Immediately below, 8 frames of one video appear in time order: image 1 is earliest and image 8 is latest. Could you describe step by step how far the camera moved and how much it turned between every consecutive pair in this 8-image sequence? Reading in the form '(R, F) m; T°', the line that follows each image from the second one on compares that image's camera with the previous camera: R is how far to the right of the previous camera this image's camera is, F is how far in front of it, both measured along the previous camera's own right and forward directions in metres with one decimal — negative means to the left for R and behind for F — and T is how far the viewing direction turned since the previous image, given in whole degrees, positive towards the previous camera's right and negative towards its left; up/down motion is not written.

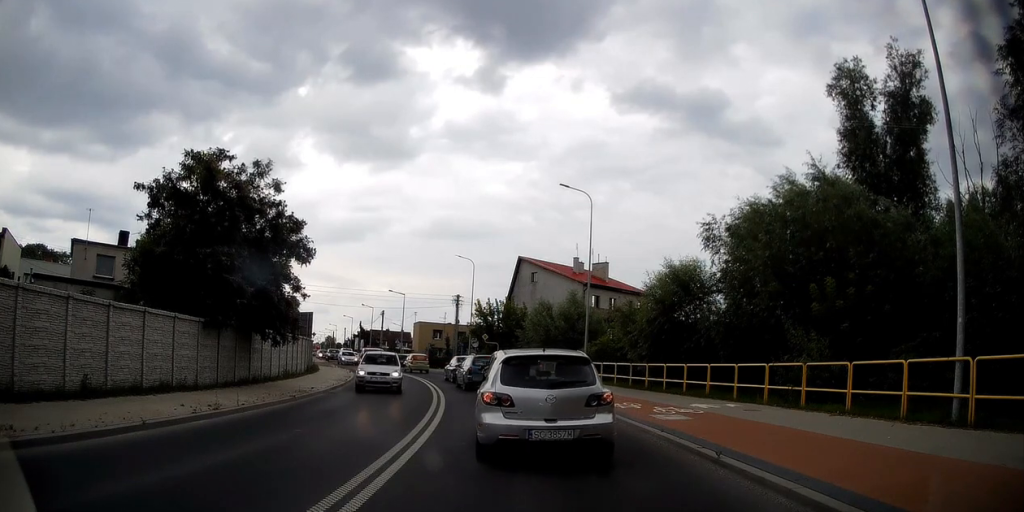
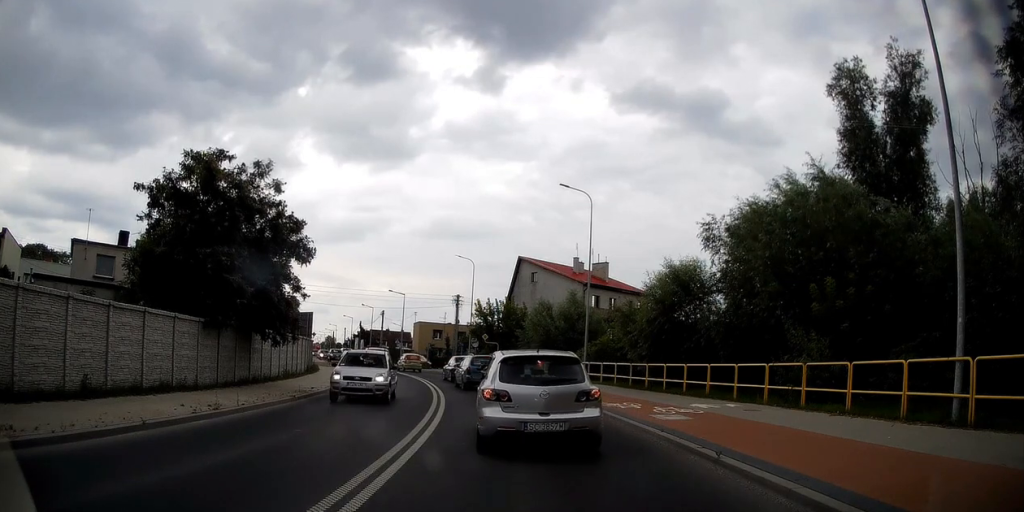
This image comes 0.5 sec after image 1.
(0.0, 0.0) m; 0°
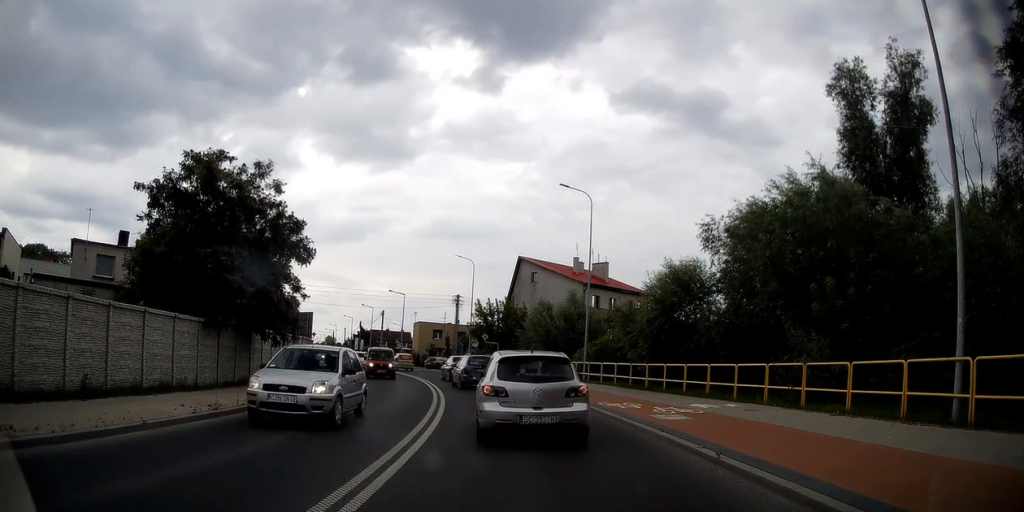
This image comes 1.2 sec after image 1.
(0.0, 0.0) m; 0°
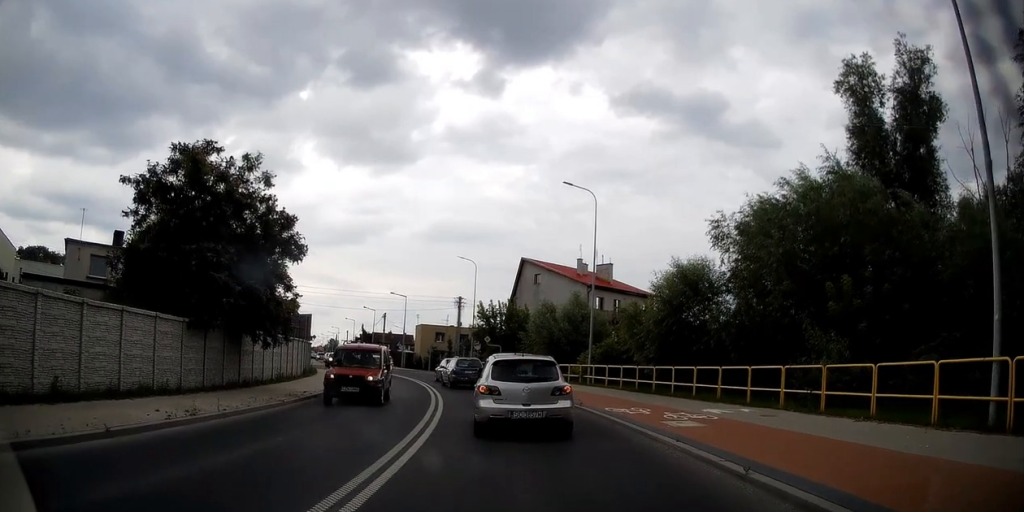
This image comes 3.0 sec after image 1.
(0.0, 0.0) m; 0°
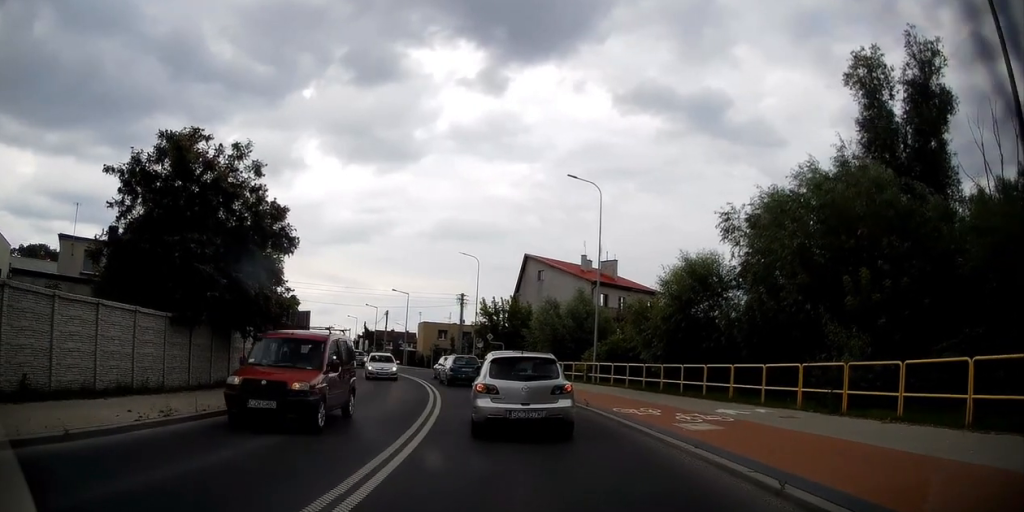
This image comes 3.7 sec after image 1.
(0.0, 0.0) m; 0°
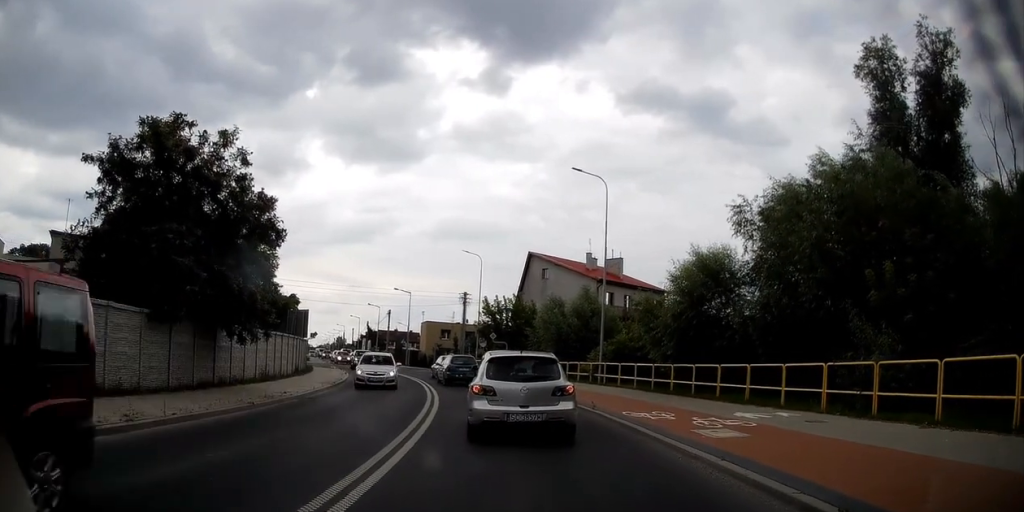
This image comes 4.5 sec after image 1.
(0.0, +1.1) m; 0°
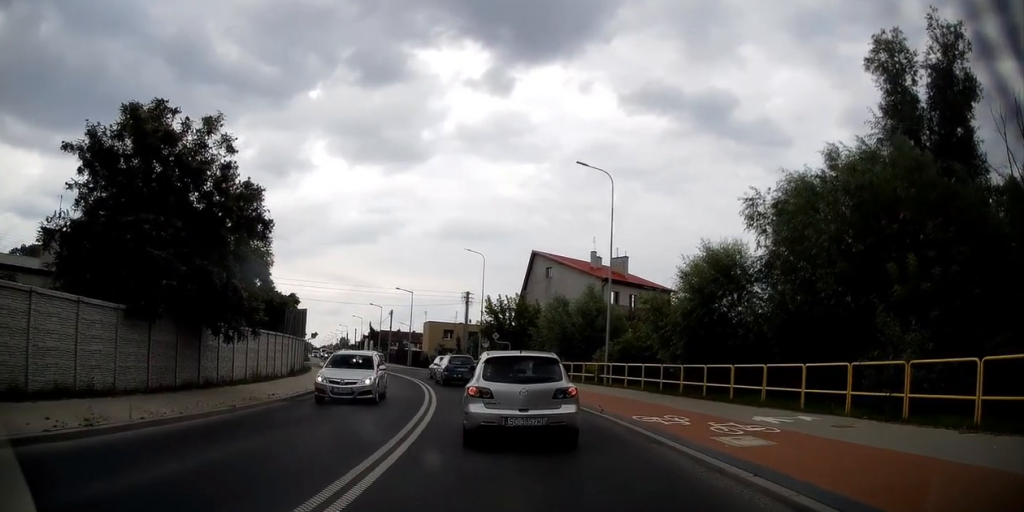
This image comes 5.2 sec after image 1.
(0.0, +1.1) m; +2°
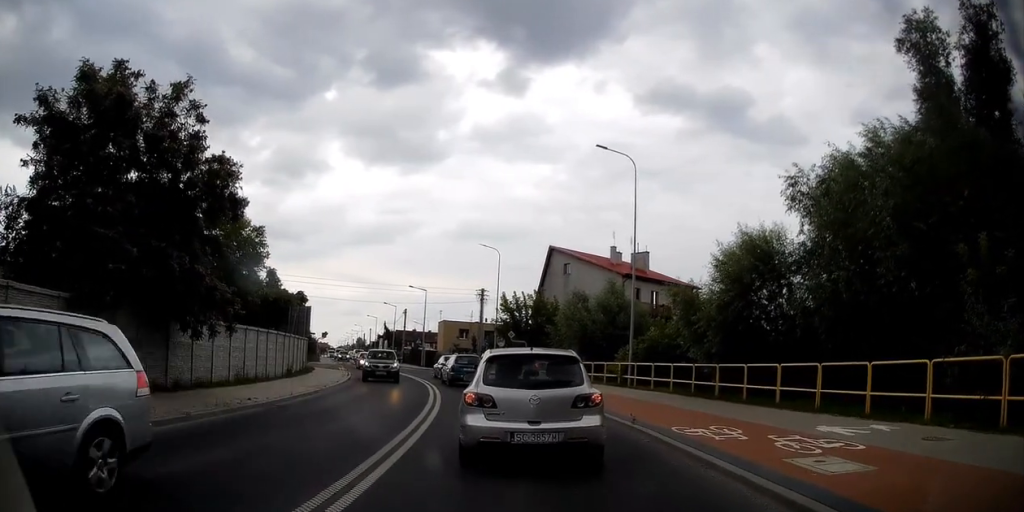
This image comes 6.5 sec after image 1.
(+0.2, +2.2) m; +4°
